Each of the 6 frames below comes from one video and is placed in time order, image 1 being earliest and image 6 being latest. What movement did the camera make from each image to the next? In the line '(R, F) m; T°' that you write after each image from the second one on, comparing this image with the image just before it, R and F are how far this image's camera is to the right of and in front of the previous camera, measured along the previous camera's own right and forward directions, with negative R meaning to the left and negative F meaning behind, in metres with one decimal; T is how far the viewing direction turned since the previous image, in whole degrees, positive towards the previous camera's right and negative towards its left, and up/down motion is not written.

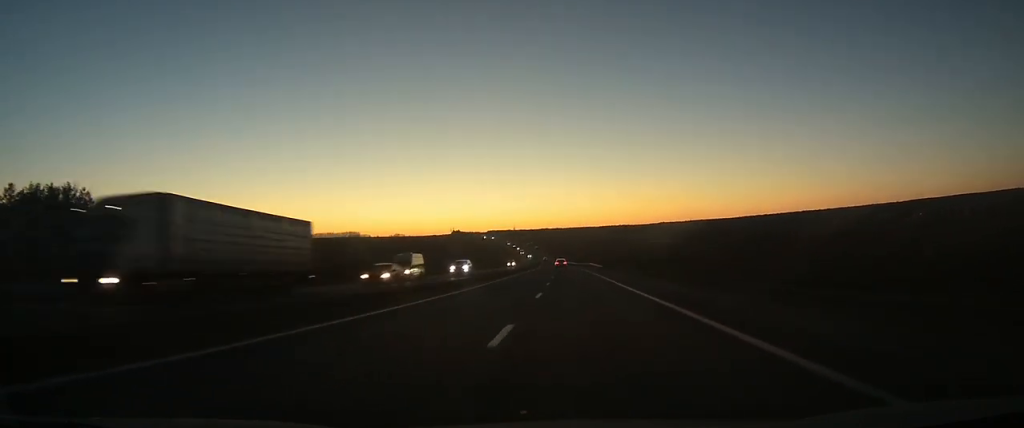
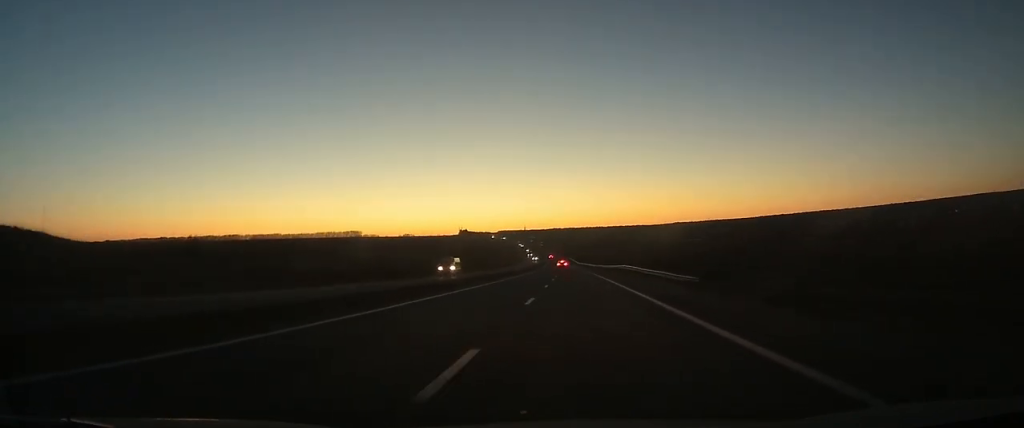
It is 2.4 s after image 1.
(-0.8, +54.7) m; -1°
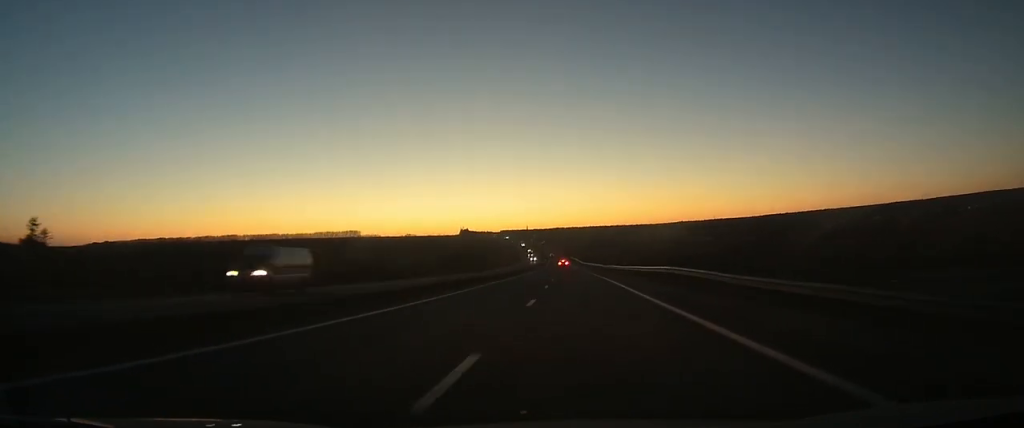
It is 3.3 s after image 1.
(-0.1, +20.6) m; 0°
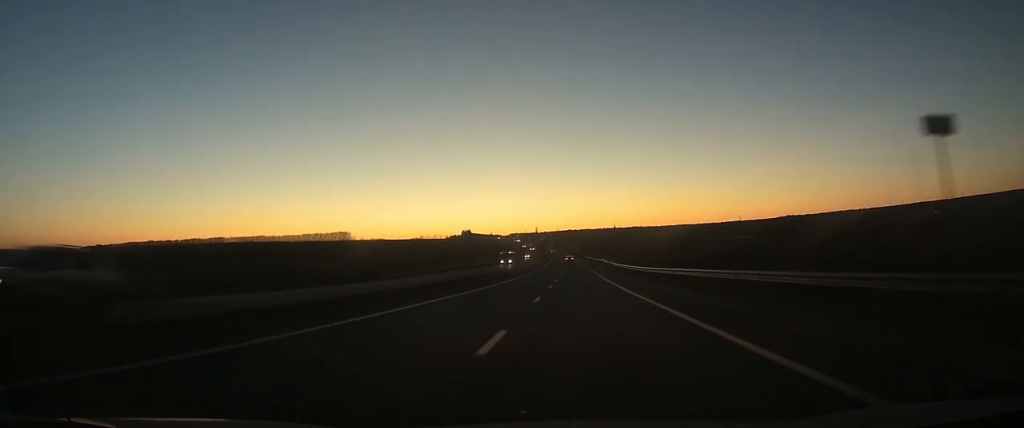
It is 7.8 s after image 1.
(-0.8, +108.7) m; -1°
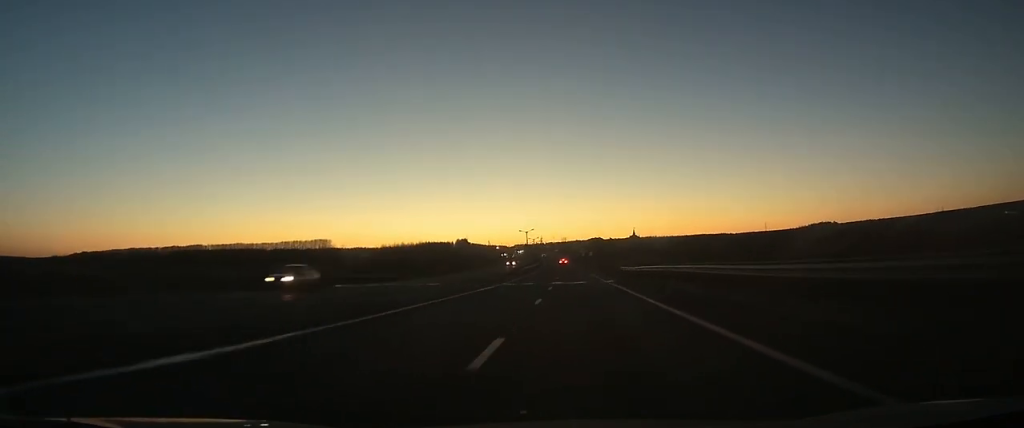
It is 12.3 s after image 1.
(-1.7, +123.0) m; -1°
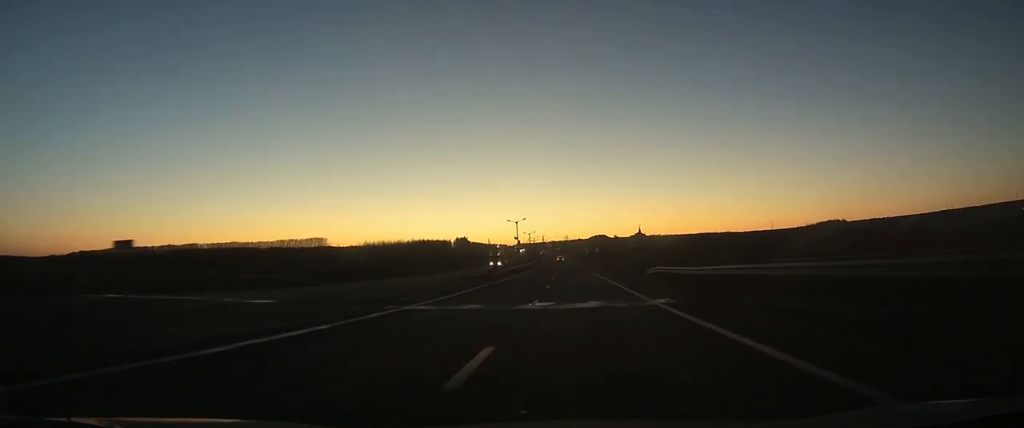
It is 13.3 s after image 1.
(0.0, +26.0) m; 0°
